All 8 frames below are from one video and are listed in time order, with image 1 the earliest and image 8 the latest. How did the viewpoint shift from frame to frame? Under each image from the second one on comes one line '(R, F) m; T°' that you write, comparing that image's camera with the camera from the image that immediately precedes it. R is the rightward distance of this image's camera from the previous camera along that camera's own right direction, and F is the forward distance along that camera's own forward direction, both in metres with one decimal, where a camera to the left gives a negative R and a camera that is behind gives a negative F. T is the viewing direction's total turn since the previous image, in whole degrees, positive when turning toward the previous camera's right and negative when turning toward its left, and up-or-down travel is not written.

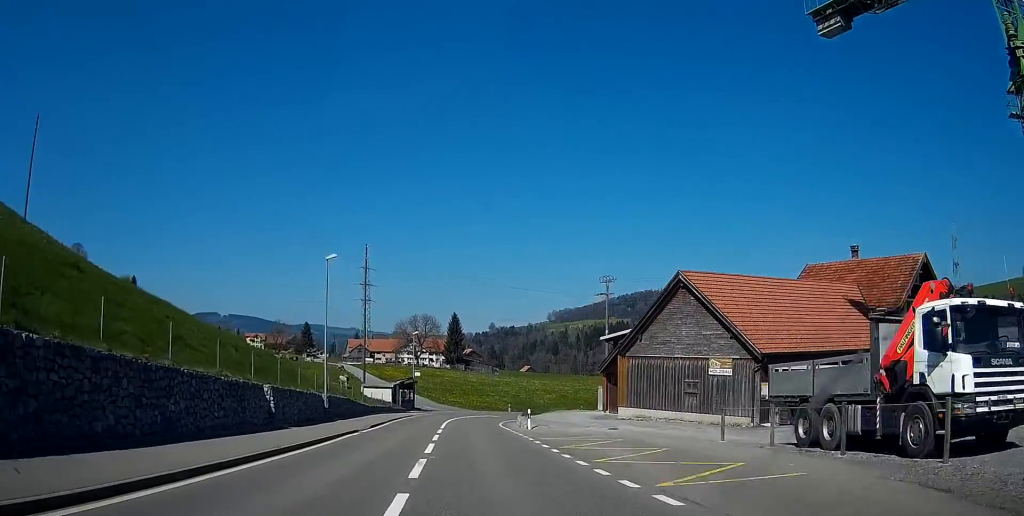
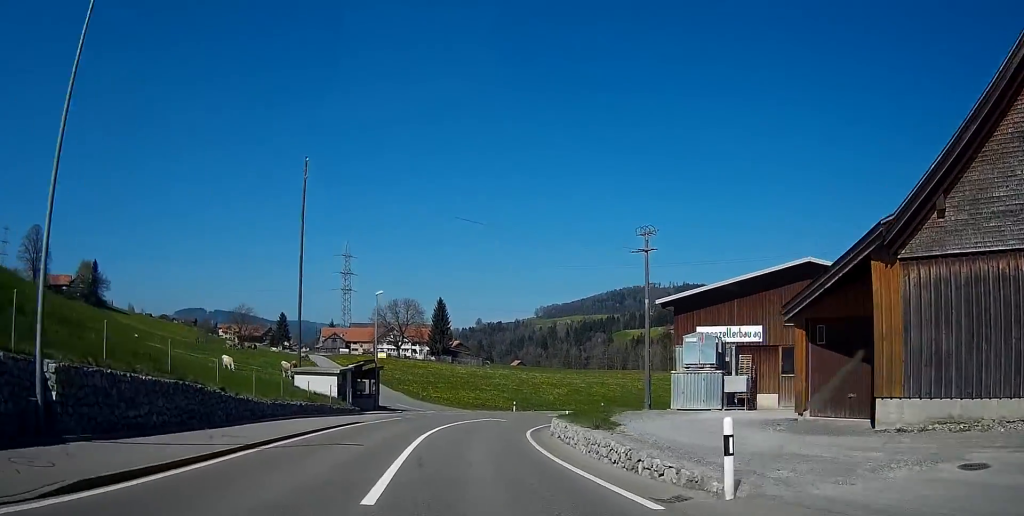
(+0.4, +27.1) m; +2°
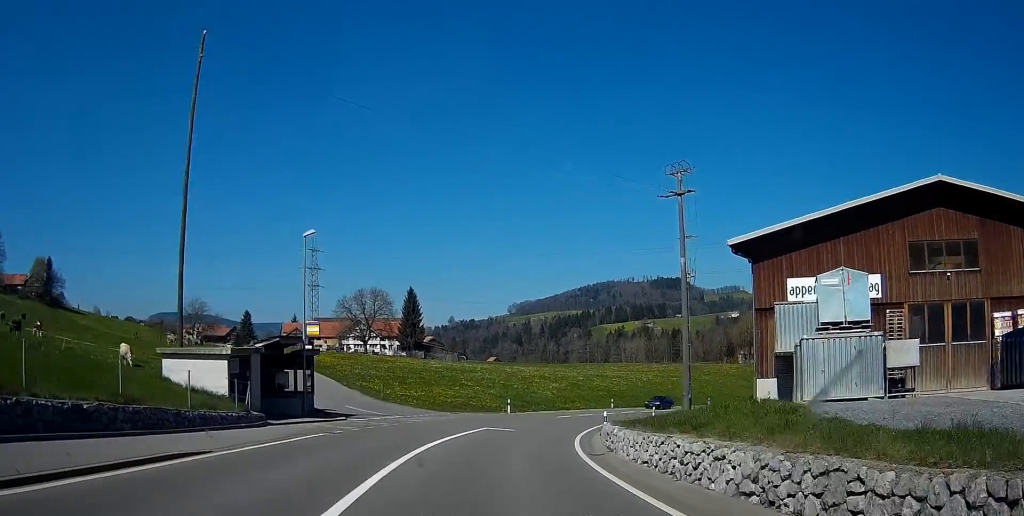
(+0.1, +19.2) m; +2°
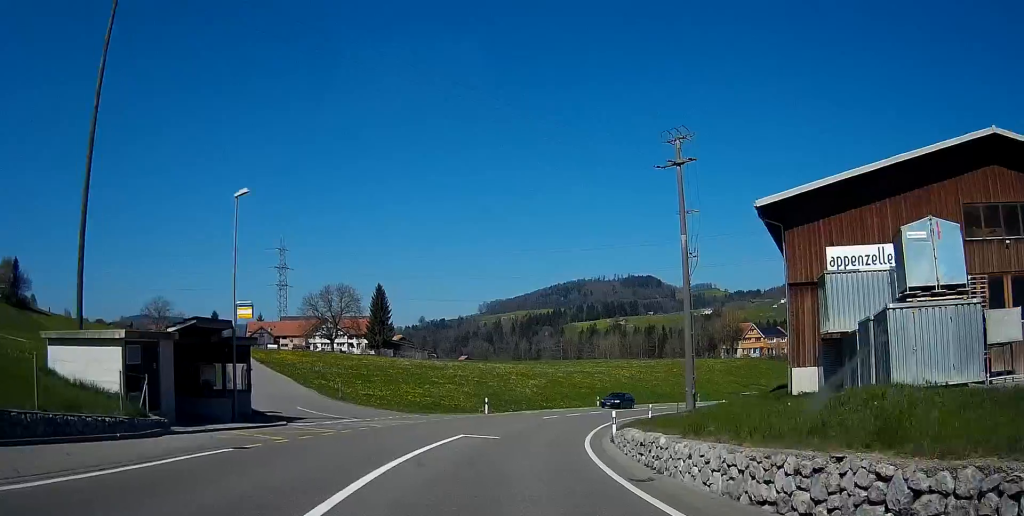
(+0.2, +7.1) m; +4°
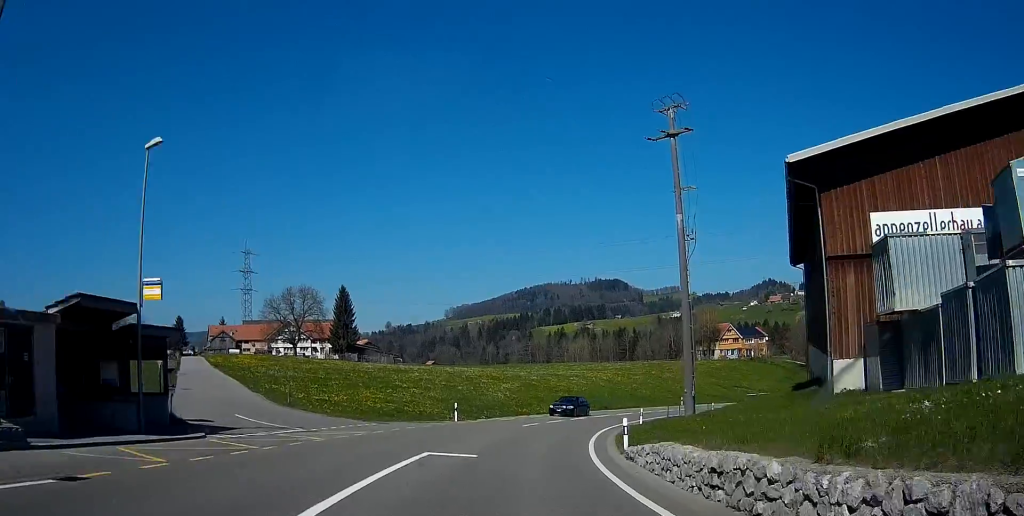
(-0.3, +6.2) m; +4°
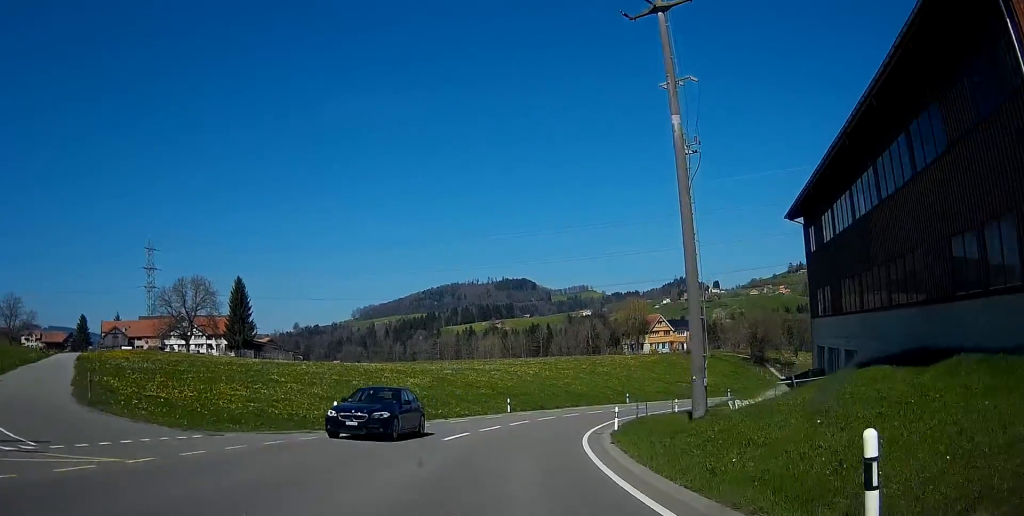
(+1.7, +15.1) m; +7°
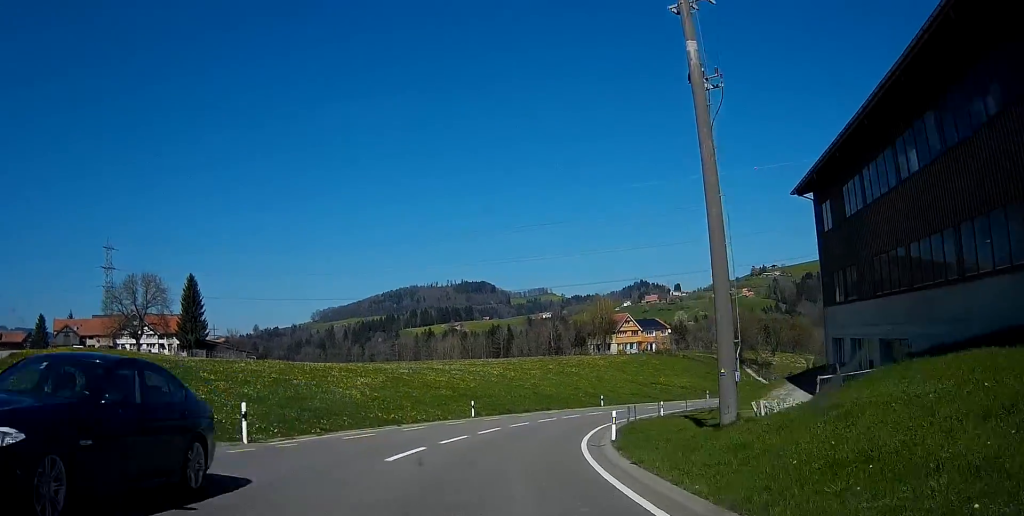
(0.0, +6.8) m; 0°
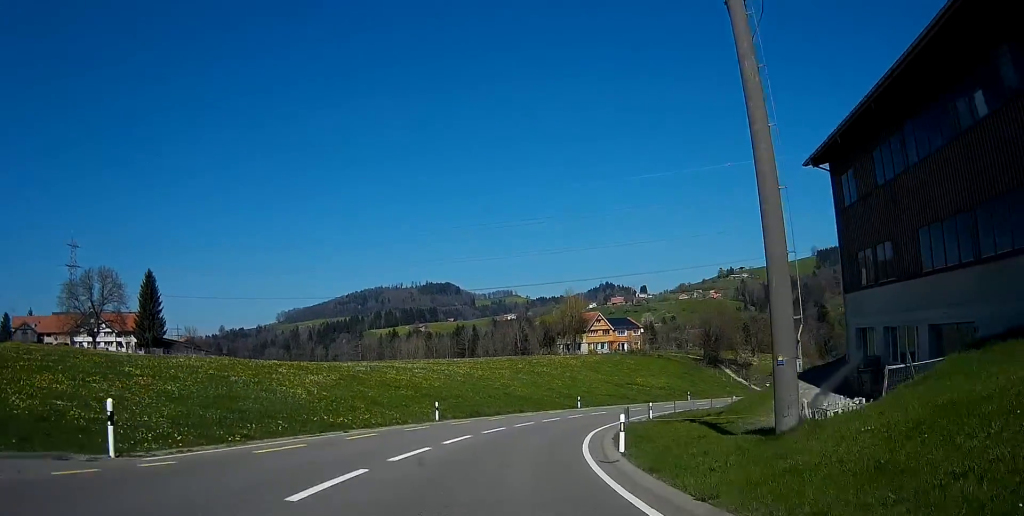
(0.0, +5.9) m; 0°
